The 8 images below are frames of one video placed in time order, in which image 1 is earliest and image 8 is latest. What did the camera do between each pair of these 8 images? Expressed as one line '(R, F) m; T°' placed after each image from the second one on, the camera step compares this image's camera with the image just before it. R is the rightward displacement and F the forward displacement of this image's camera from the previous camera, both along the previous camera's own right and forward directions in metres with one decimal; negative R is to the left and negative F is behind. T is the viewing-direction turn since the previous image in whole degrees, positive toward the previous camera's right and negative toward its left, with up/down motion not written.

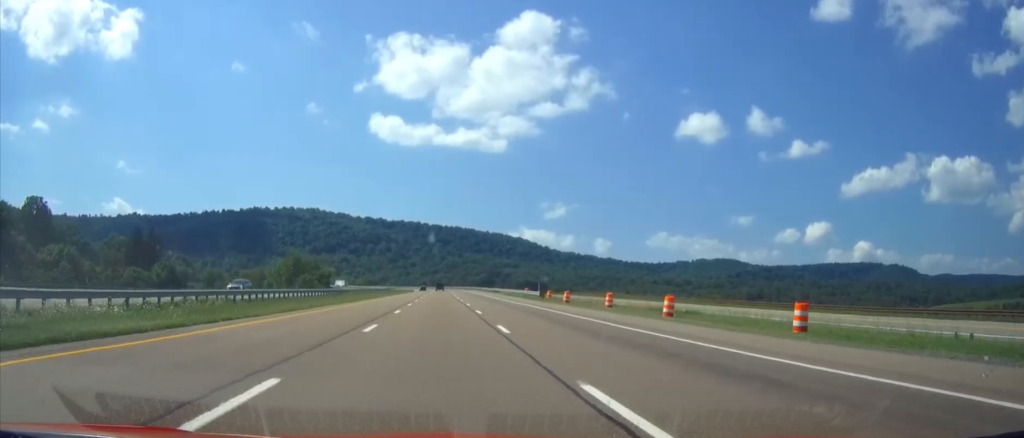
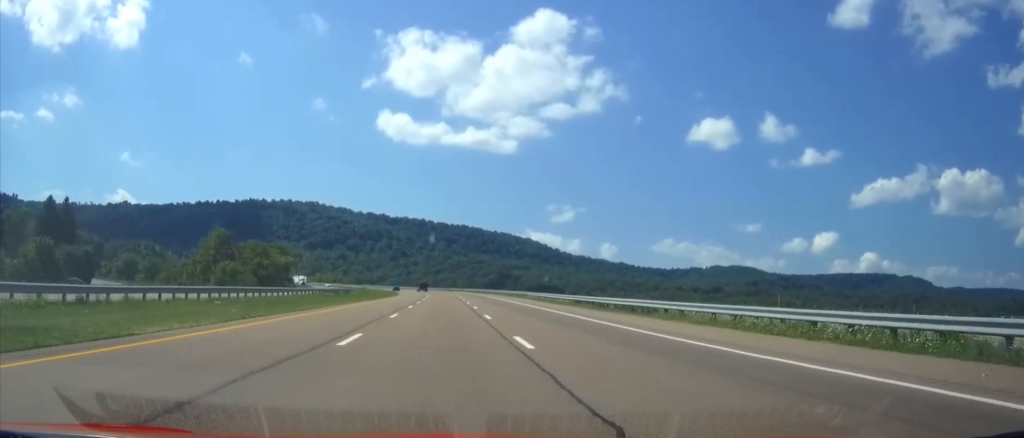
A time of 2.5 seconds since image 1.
(-0.1, +80.0) m; 0°
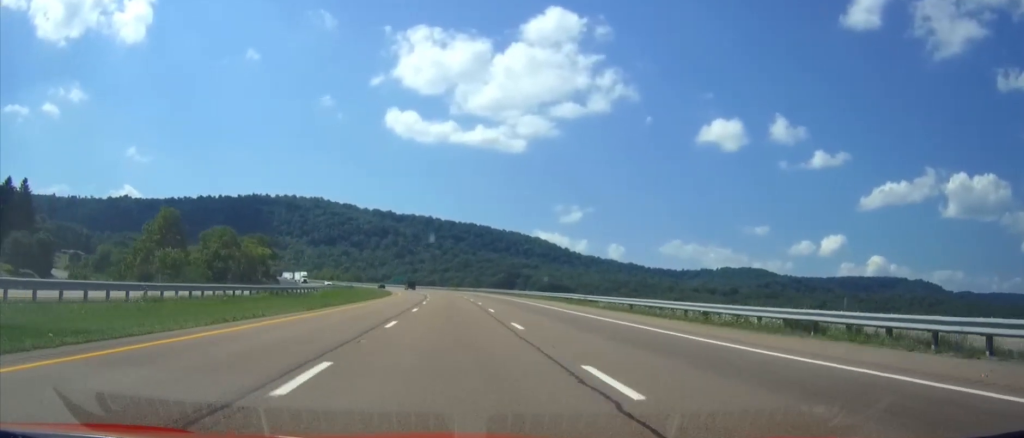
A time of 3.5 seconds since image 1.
(+0.1, +31.5) m; 0°
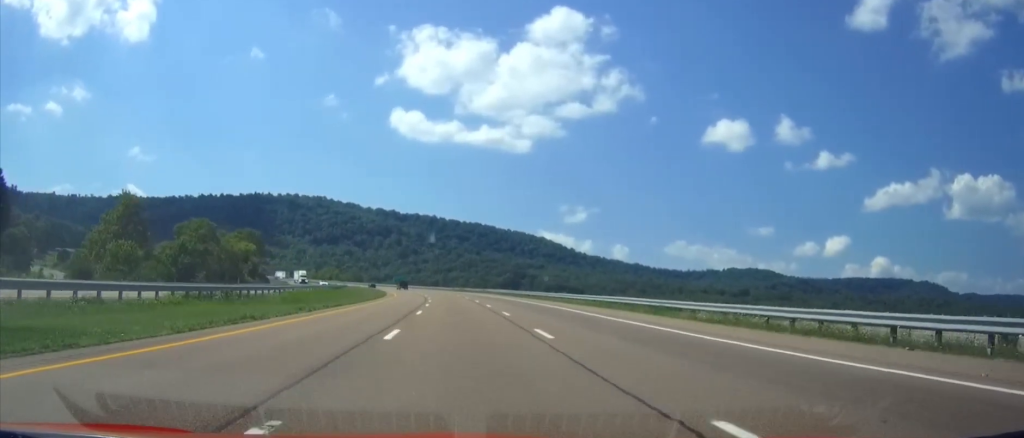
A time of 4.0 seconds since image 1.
(-0.1, +16.7) m; 0°
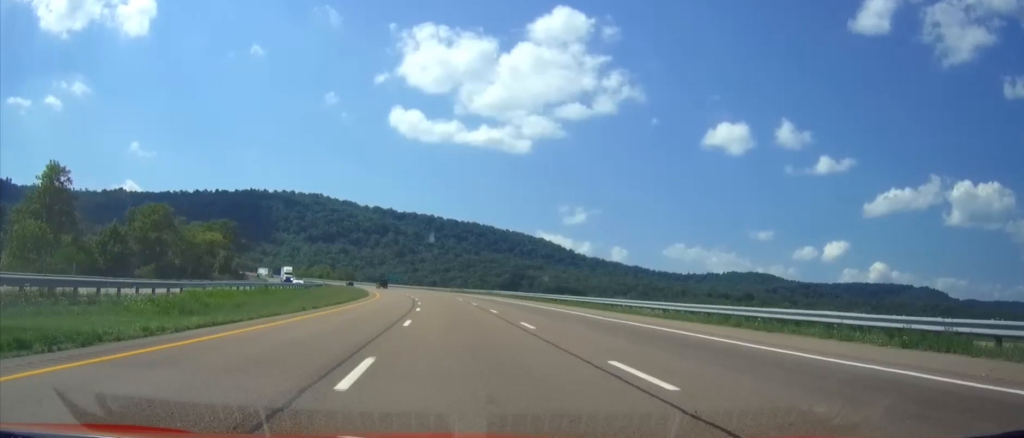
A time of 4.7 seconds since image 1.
(-0.1, +20.9) m; 0°
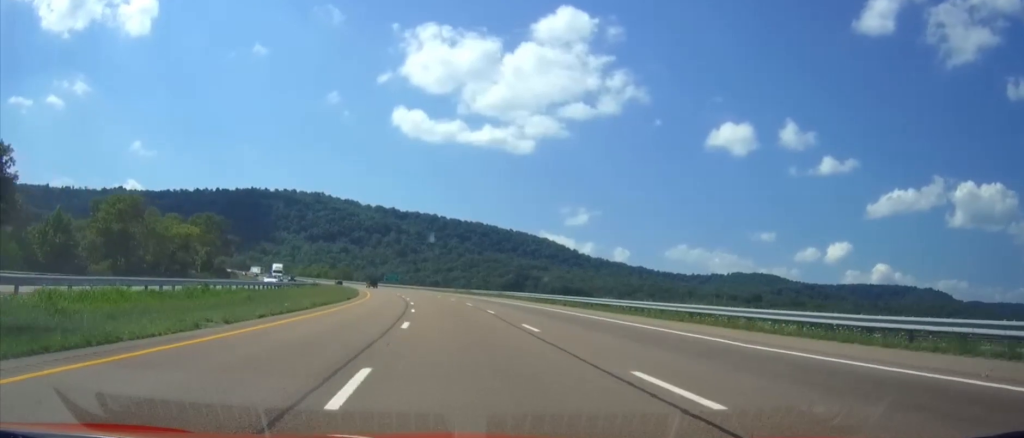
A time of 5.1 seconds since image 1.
(+0.1, +13.5) m; 0°
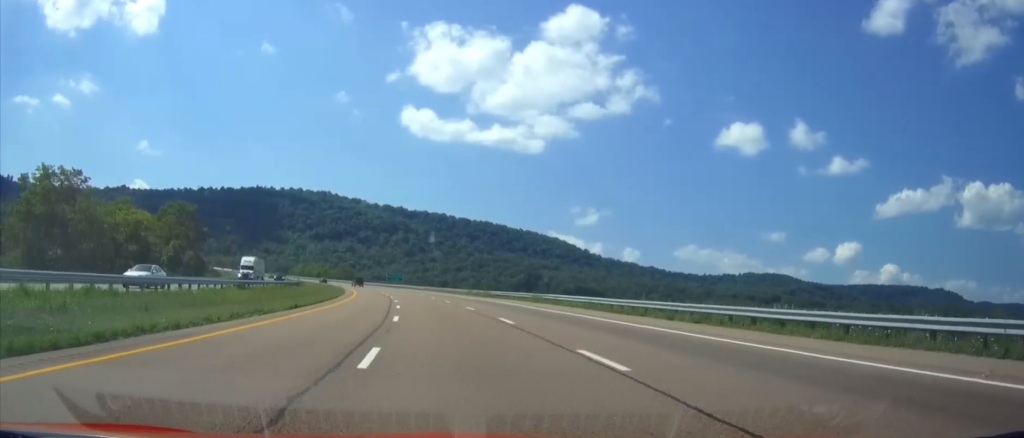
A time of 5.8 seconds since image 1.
(0.0, +21.8) m; -1°
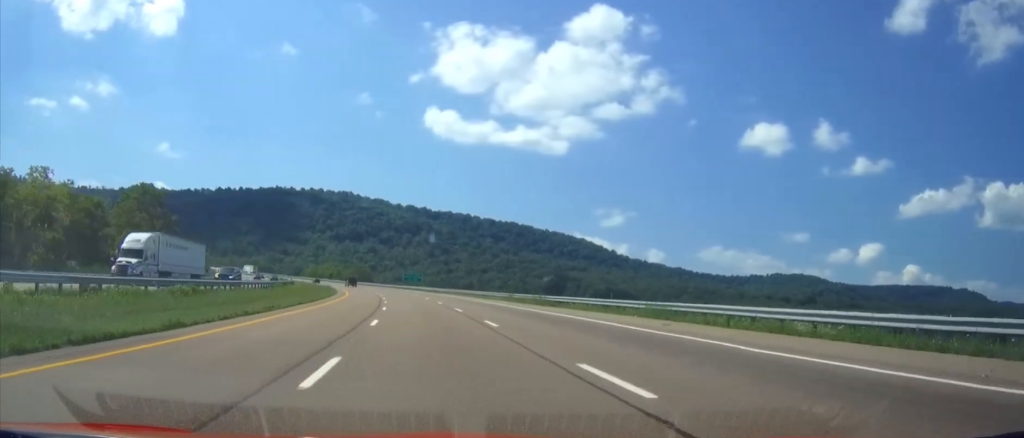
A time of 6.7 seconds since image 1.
(-0.2, +27.0) m; -2°
